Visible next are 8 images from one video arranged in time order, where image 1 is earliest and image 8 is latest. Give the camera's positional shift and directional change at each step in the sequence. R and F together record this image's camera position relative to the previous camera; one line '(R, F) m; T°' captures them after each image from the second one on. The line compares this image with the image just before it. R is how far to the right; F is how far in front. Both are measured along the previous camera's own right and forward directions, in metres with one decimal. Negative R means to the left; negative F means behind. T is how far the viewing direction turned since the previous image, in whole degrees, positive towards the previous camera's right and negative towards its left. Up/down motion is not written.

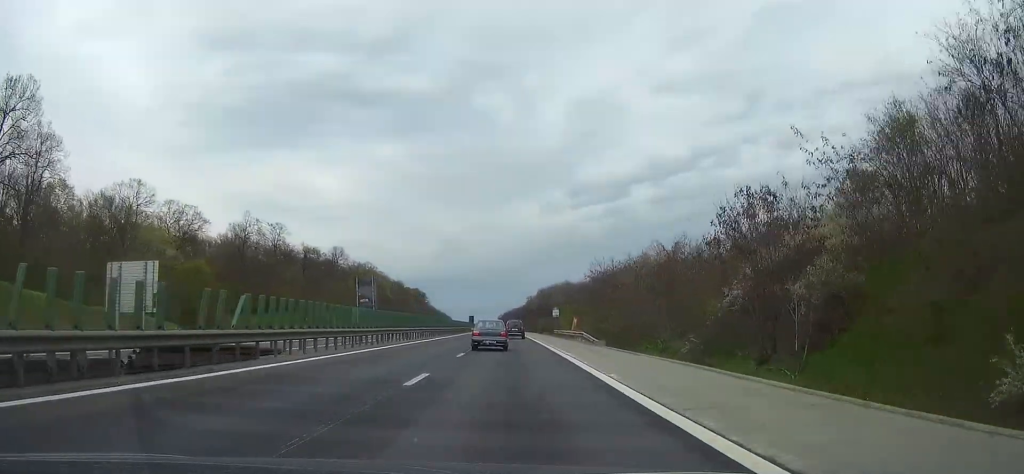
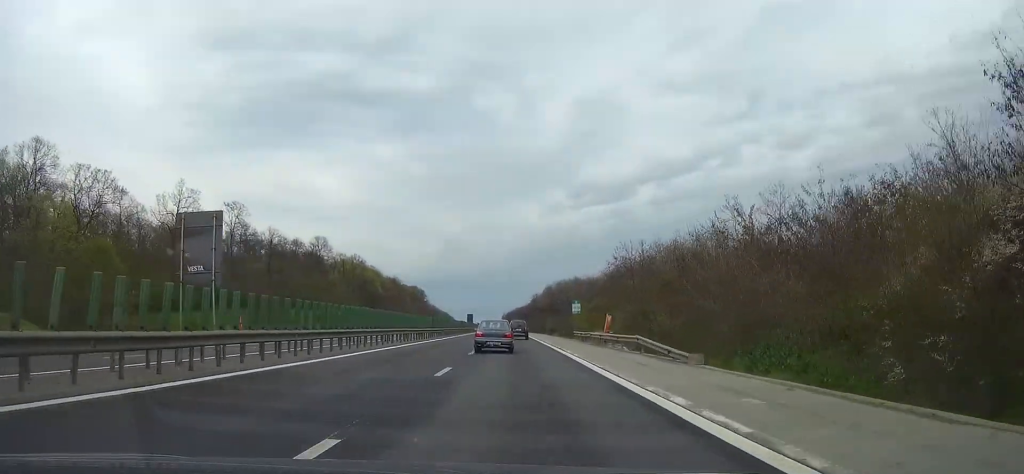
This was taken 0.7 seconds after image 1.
(-0.1, +21.1) m; 0°
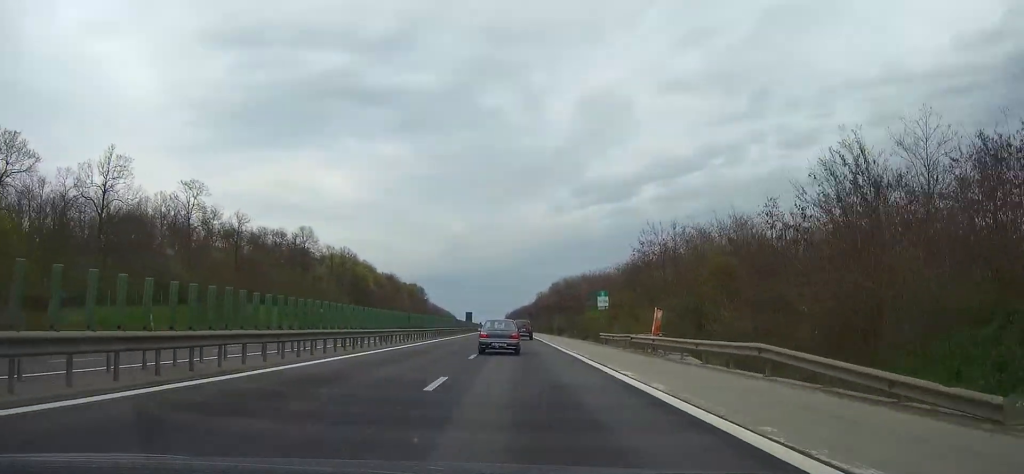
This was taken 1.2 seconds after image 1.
(-0.1, +15.5) m; 0°
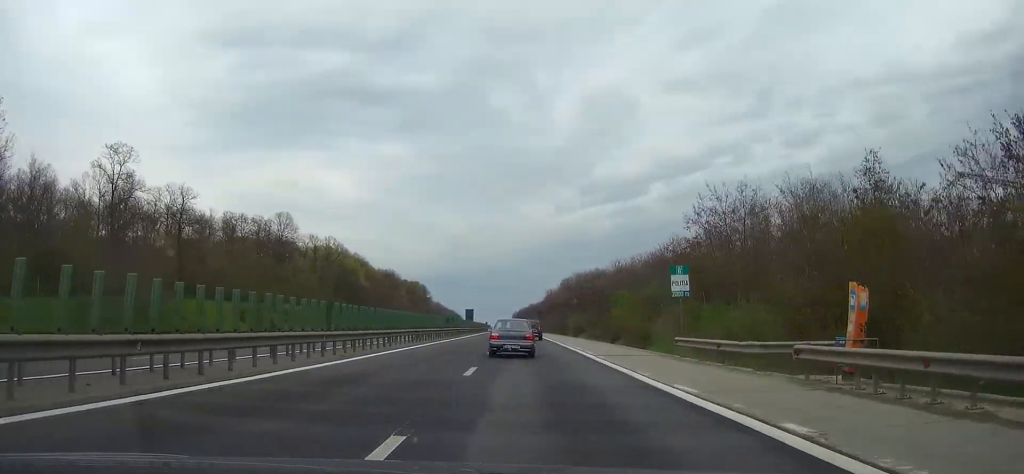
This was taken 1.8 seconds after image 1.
(0.0, +19.8) m; 0°
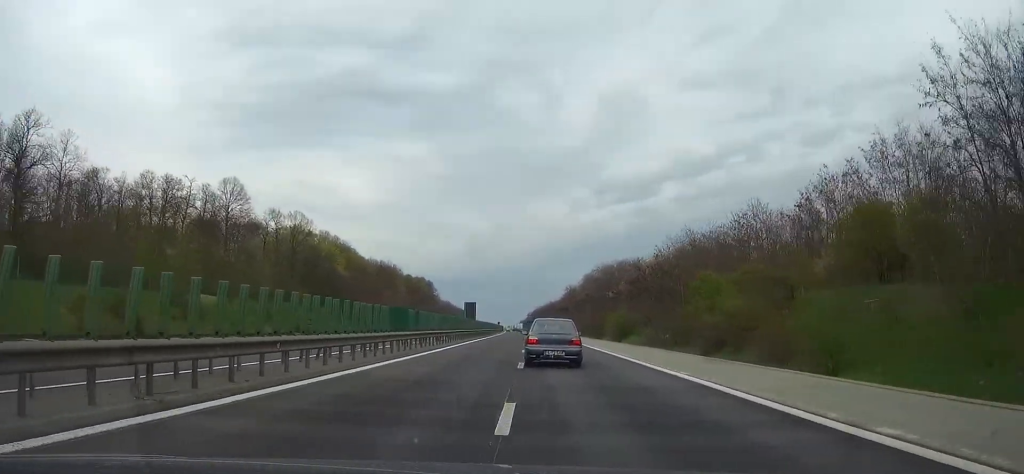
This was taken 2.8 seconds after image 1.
(-0.1, +32.1) m; -1°
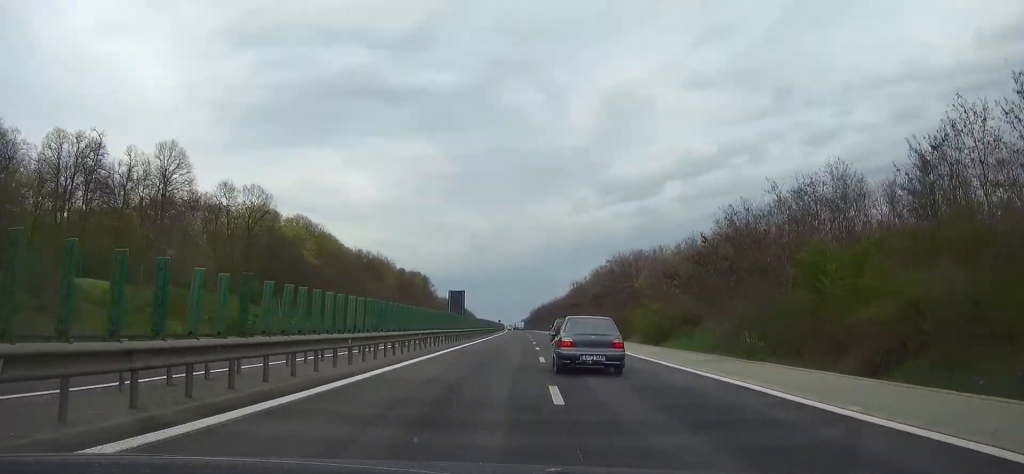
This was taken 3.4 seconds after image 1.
(-0.2, +19.8) m; 0°
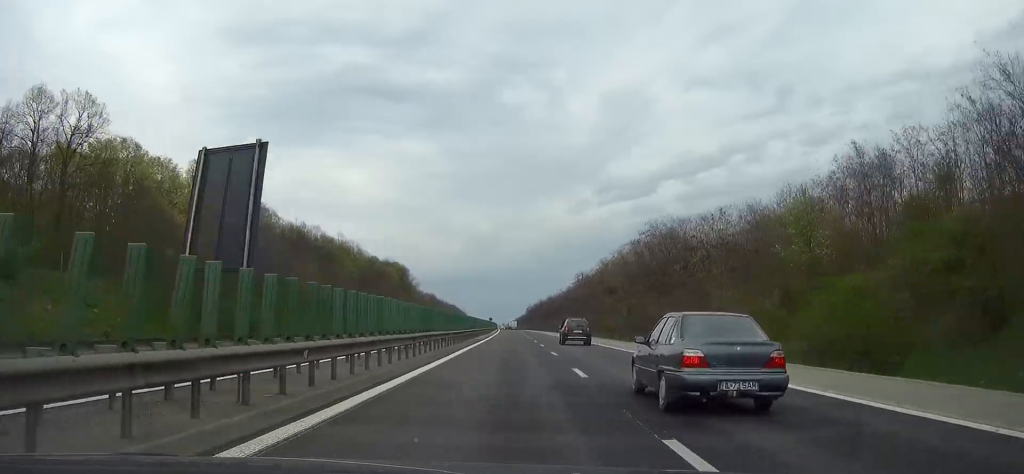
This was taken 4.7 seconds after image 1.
(0.0, +41.4) m; 0°
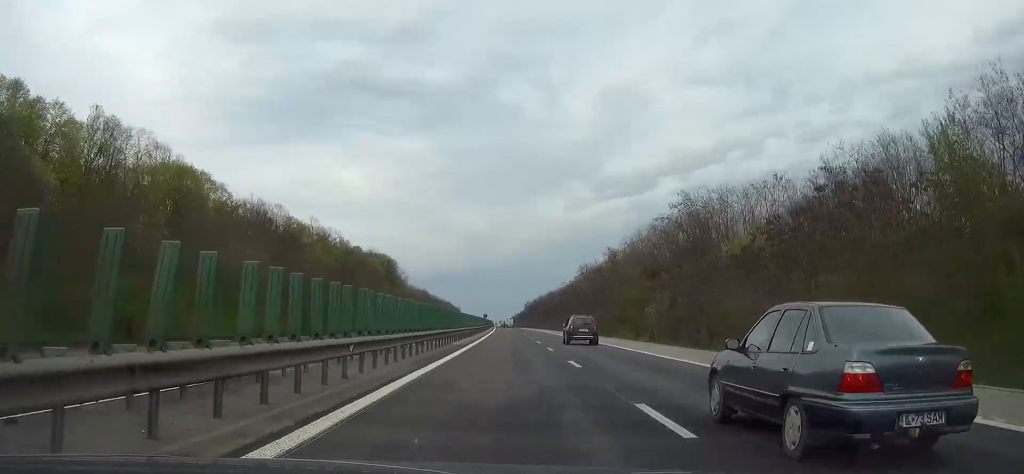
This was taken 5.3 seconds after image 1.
(0.0, +20.6) m; 0°
